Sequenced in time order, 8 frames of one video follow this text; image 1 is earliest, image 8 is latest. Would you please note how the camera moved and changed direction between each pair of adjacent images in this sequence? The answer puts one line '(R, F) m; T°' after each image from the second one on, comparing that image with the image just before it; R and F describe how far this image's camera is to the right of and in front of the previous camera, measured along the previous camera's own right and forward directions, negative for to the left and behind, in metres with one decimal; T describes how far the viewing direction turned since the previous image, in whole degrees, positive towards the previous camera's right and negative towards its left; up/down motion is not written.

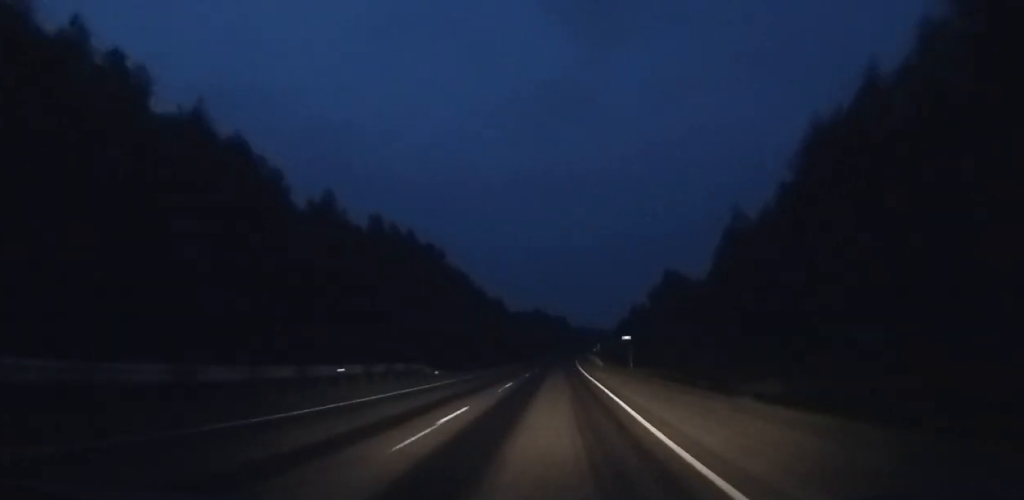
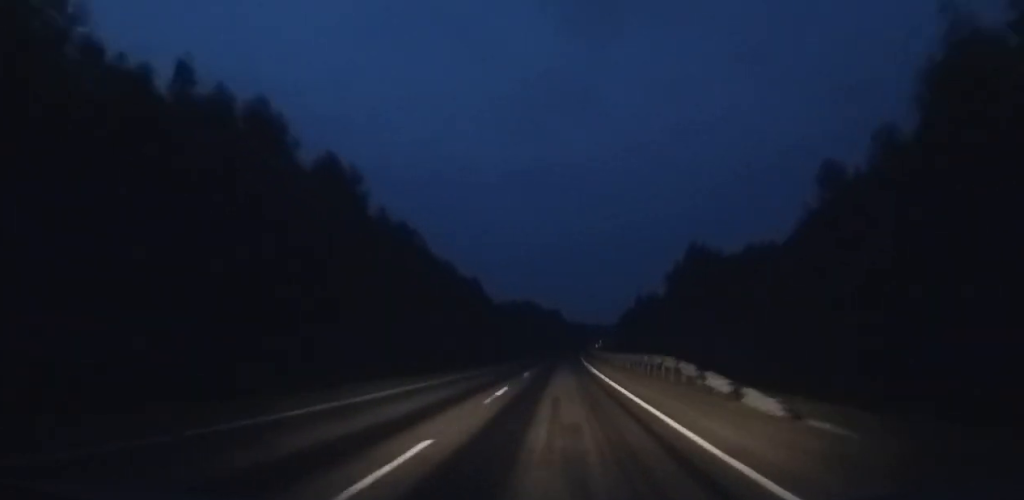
(+0.5, +42.6) m; +1°
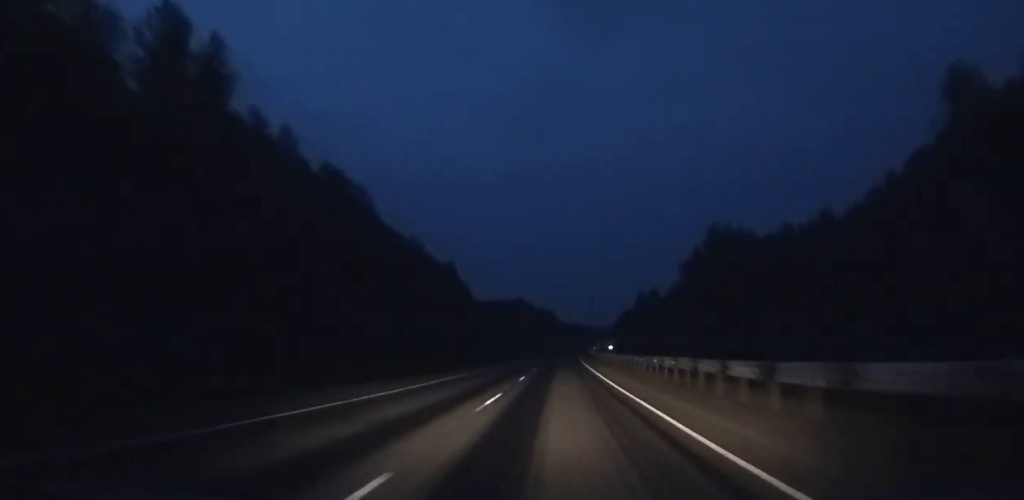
(+0.1, +25.5) m; +1°
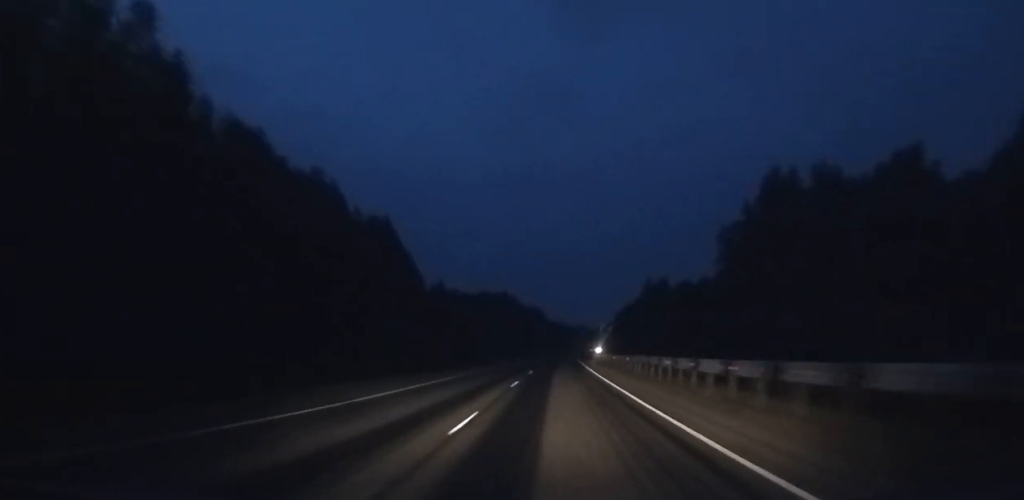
(+0.3, +38.2) m; +1°
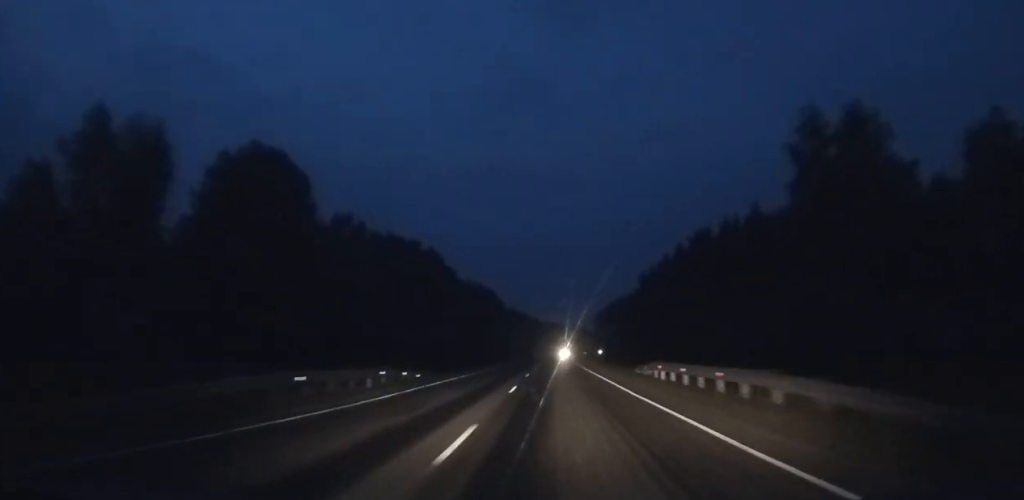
(+2.8, +132.6) m; +2°
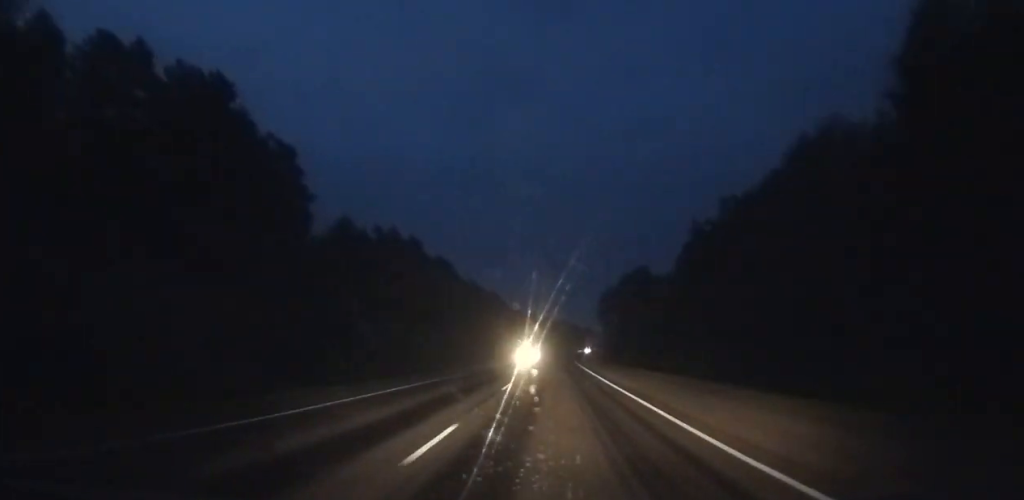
(+1.0, +98.7) m; +2°
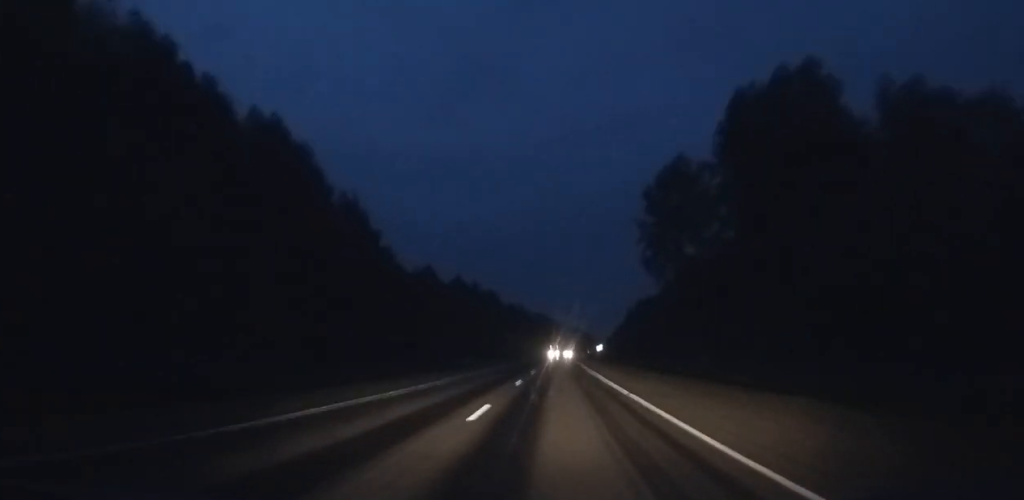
(+3.1, +128.5) m; +3°
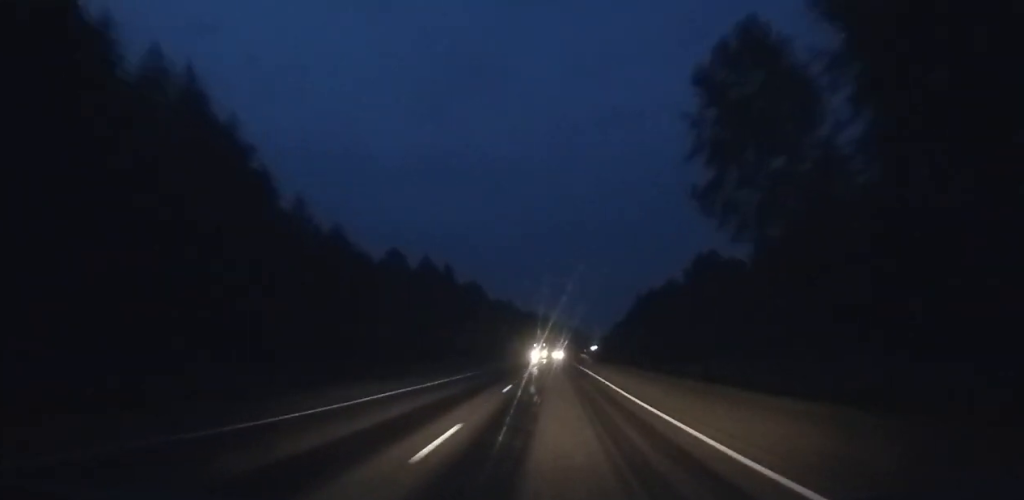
(+0.1, +27.1) m; 0°
